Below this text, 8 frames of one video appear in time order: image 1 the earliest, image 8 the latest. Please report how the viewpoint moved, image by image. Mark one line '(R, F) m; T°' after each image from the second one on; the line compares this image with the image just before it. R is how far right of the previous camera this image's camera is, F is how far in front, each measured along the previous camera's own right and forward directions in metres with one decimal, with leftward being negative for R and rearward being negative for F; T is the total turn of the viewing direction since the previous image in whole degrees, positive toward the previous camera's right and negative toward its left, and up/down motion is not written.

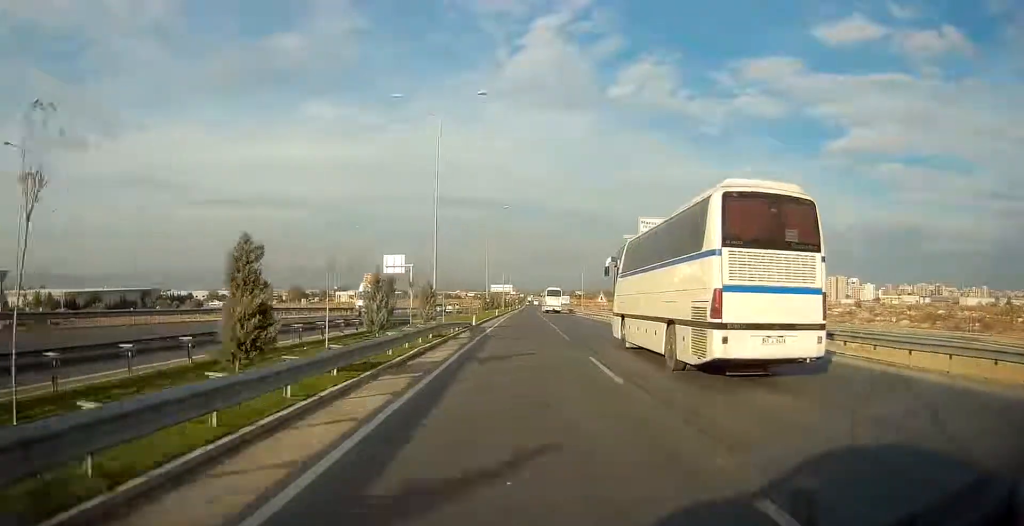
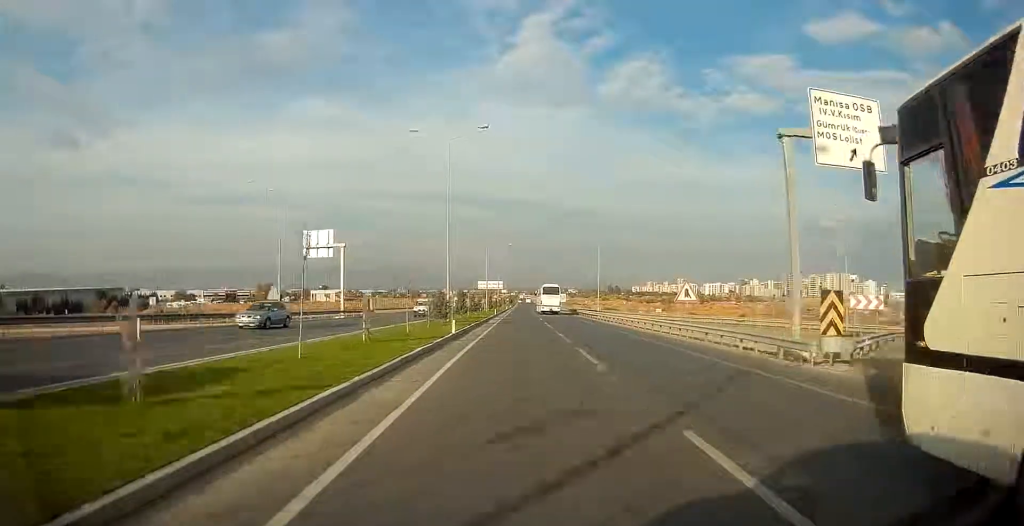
(+0.3, +34.2) m; +1°
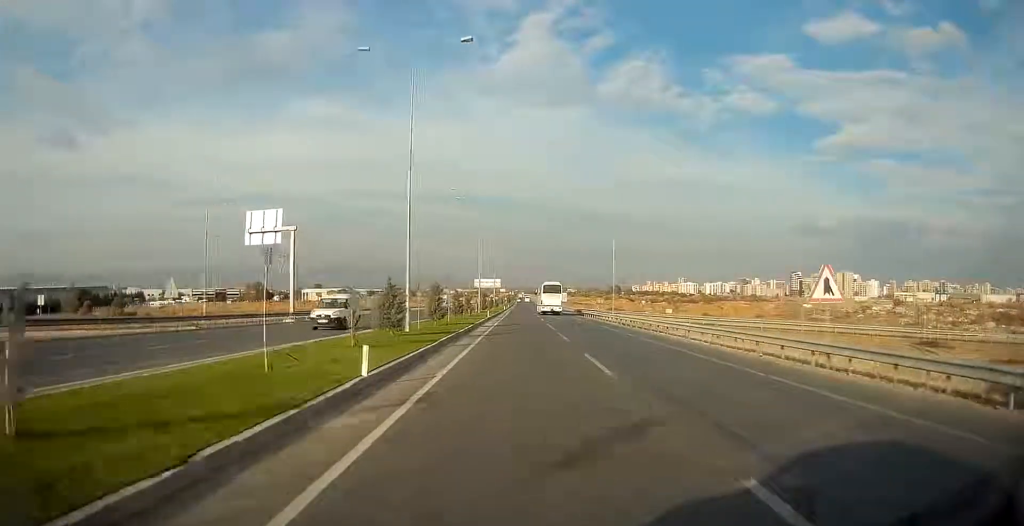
(-0.1, +13.3) m; 0°
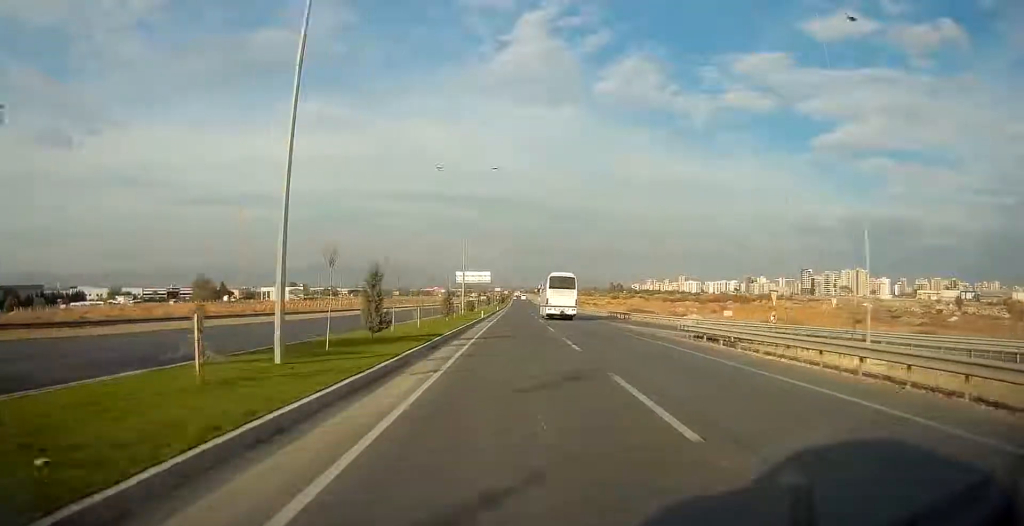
(+0.6, +53.5) m; +1°
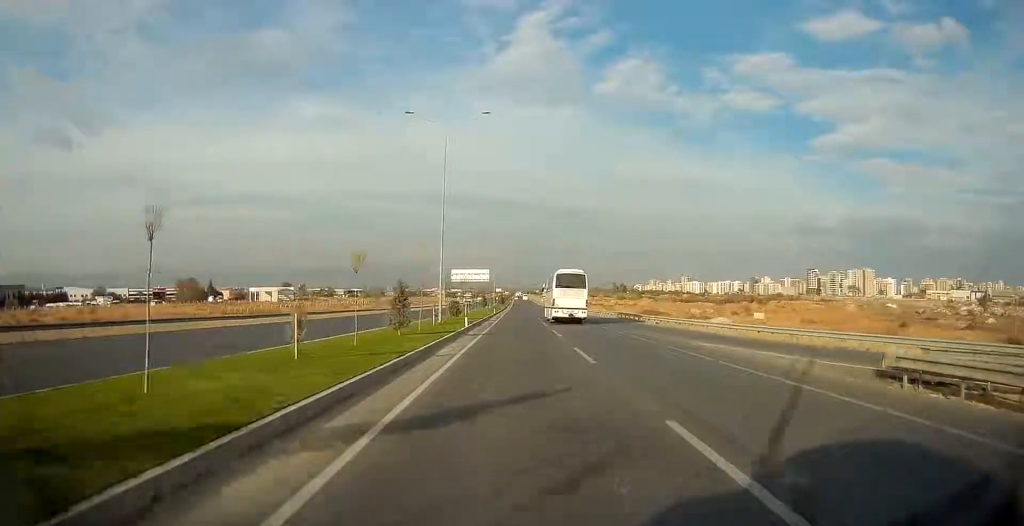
(0.0, +15.4) m; 0°
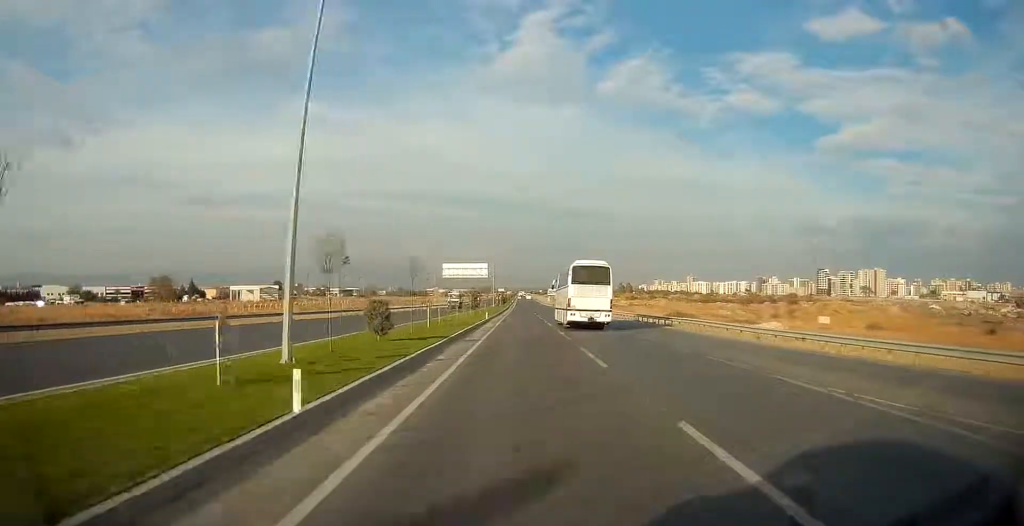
(0.0, +24.1) m; 0°
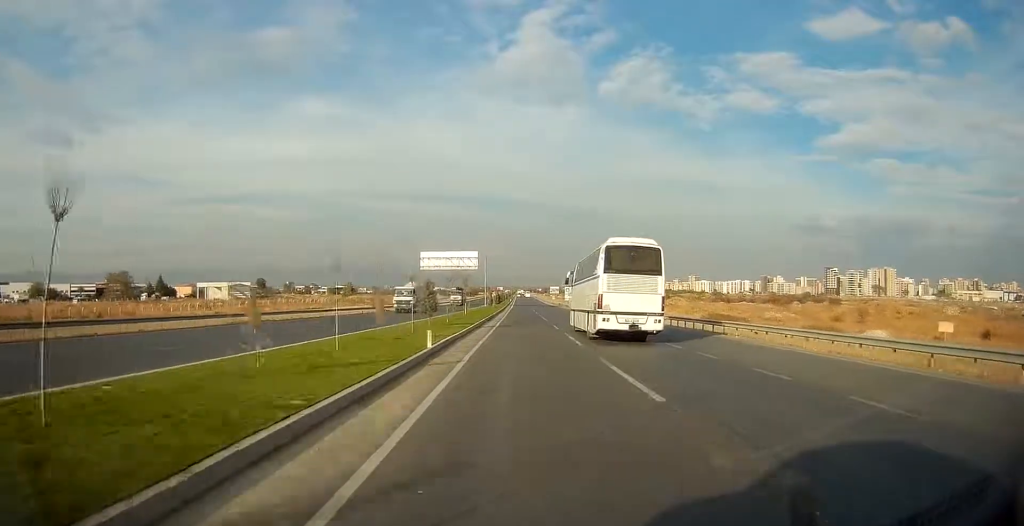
(-0.1, +28.6) m; 0°
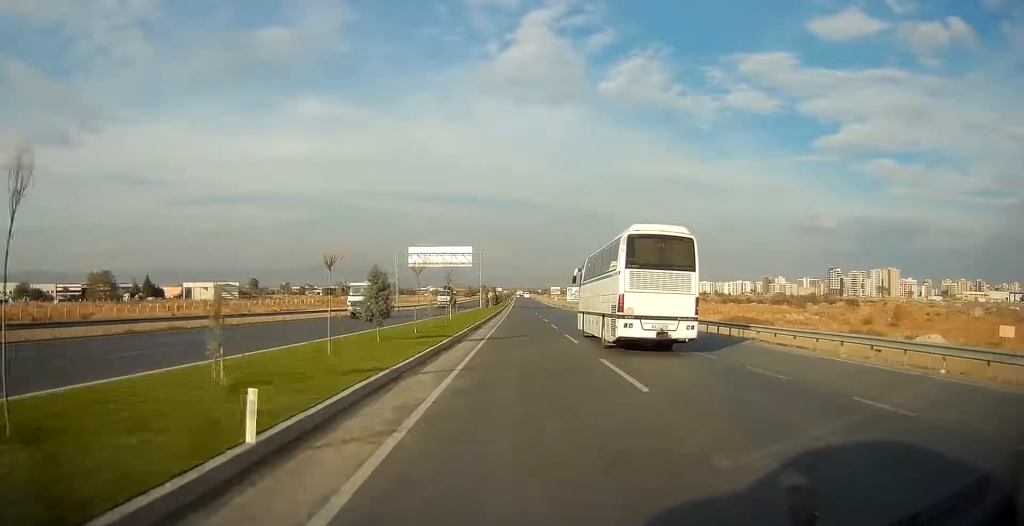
(0.0, +11.0) m; 0°
